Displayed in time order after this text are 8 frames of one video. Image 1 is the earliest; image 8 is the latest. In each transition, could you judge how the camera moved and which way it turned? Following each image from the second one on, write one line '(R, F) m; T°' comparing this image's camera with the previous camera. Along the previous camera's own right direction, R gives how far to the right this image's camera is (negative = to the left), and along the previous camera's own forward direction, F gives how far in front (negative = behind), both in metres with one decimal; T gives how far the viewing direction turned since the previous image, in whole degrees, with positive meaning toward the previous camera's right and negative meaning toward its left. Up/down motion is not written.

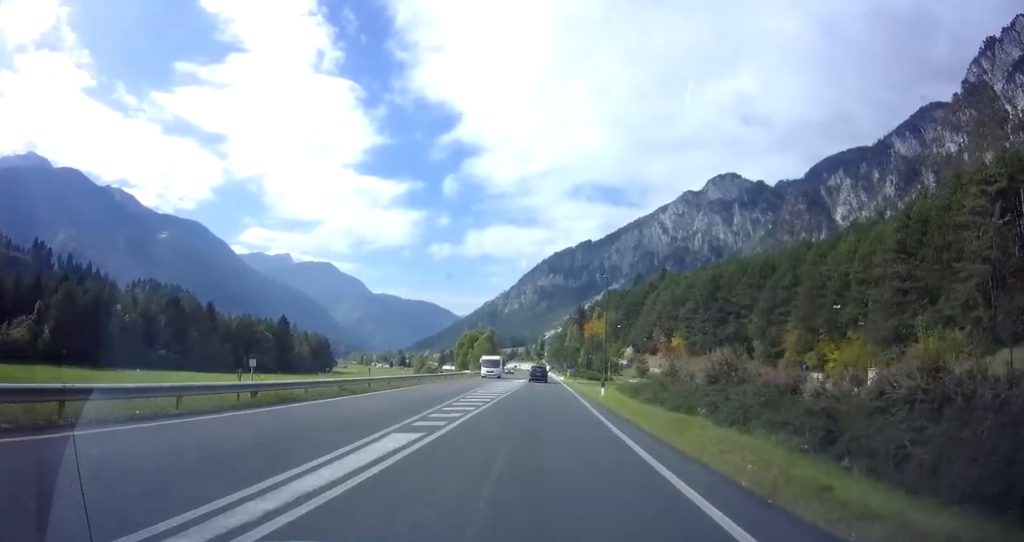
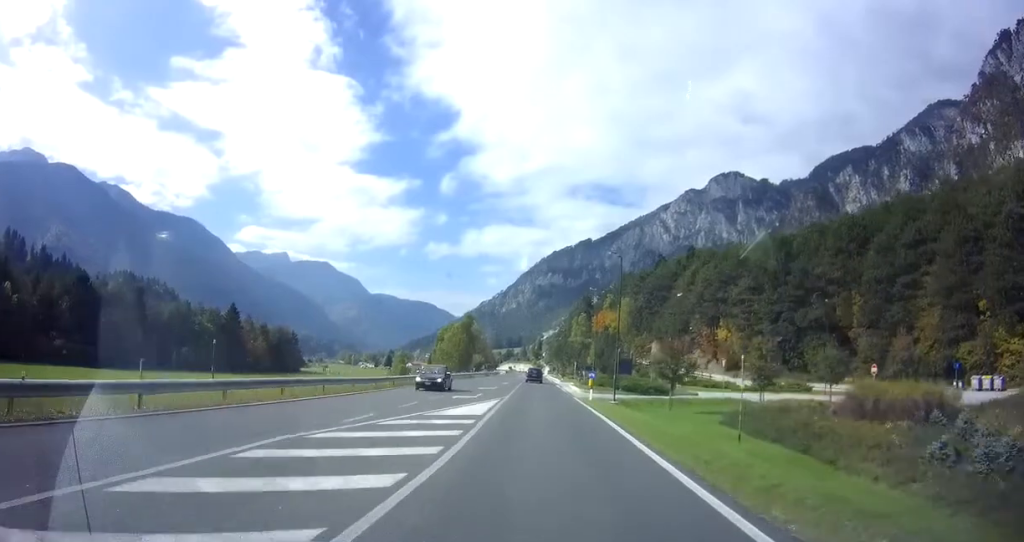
(-0.5, +39.5) m; 0°
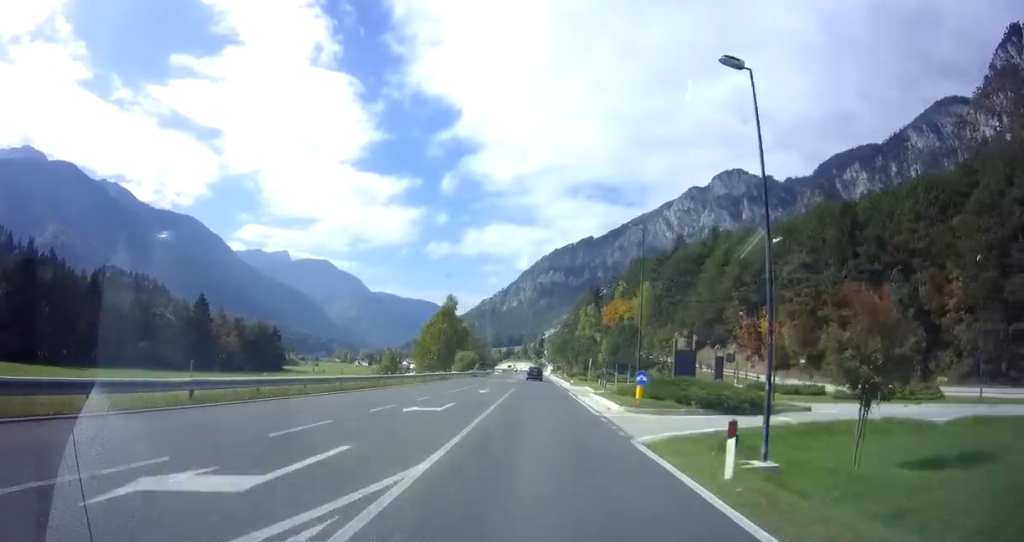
(+0.3, +20.4) m; +1°
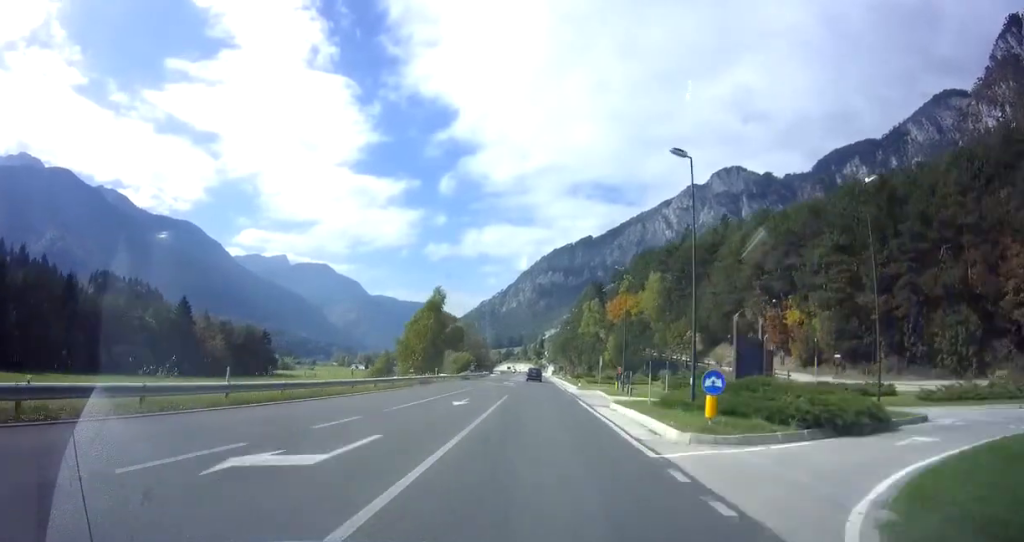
(0.0, +9.4) m; 0°
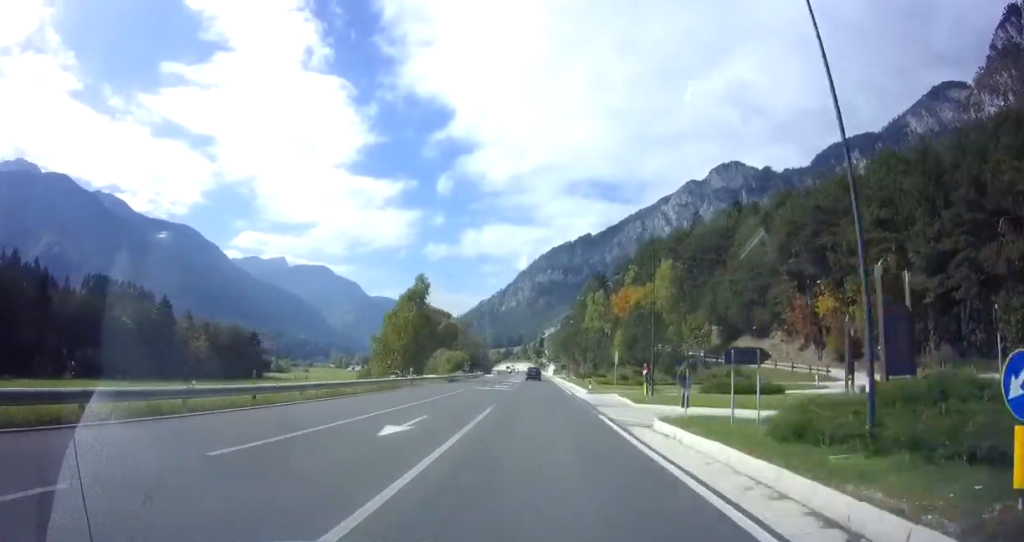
(+0.1, +9.4) m; 0°
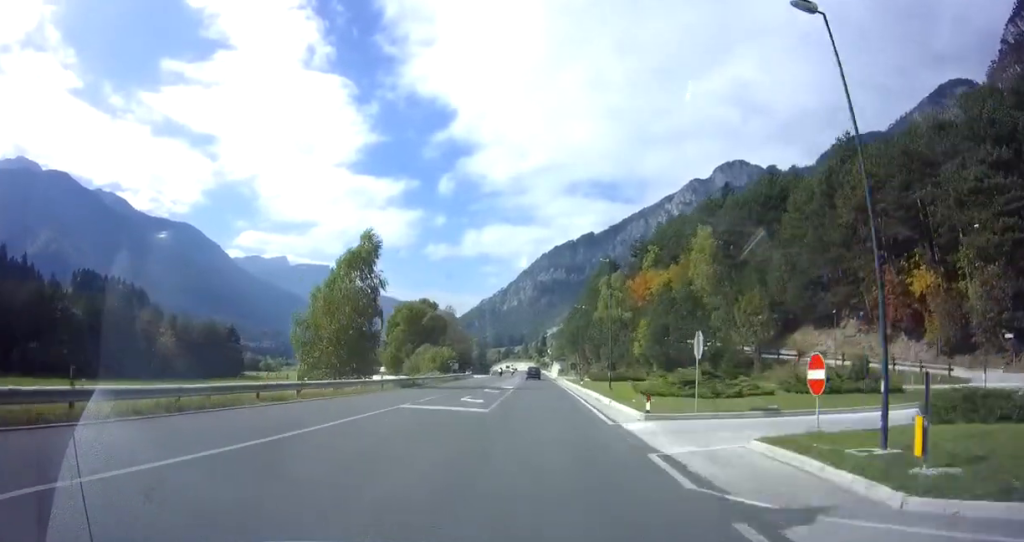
(-0.3, +19.8) m; 0°
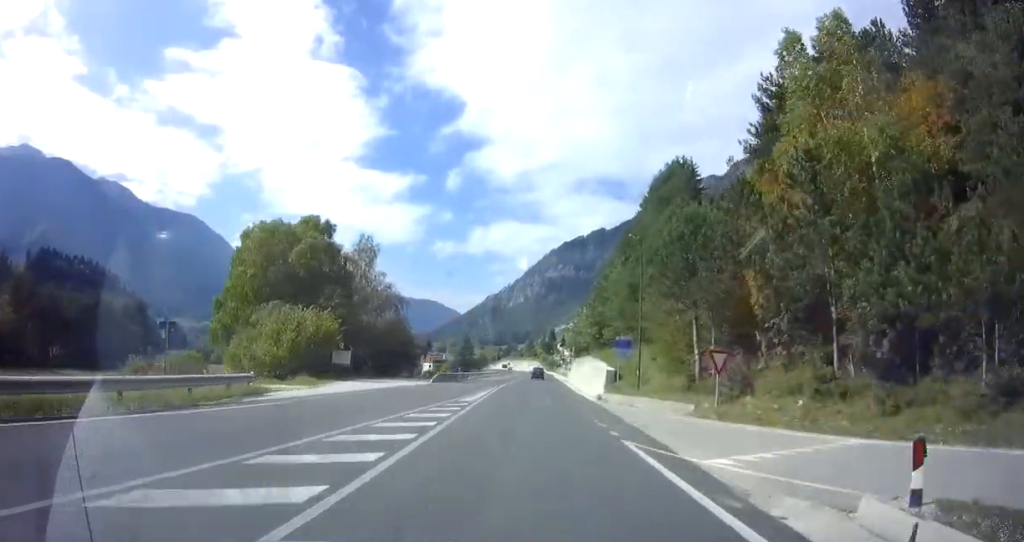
(+0.6, +61.4) m; 0°
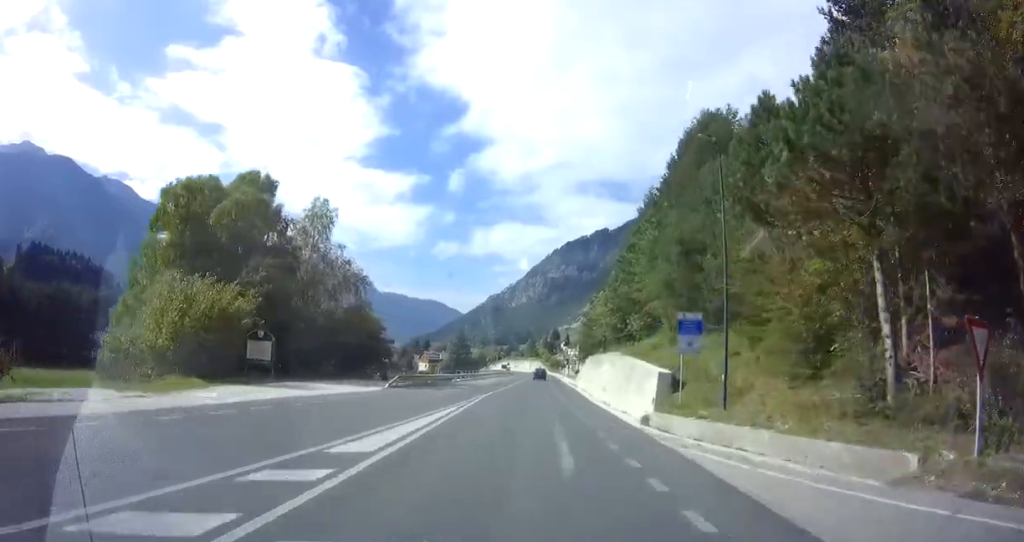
(-0.3, +13.3) m; 0°
